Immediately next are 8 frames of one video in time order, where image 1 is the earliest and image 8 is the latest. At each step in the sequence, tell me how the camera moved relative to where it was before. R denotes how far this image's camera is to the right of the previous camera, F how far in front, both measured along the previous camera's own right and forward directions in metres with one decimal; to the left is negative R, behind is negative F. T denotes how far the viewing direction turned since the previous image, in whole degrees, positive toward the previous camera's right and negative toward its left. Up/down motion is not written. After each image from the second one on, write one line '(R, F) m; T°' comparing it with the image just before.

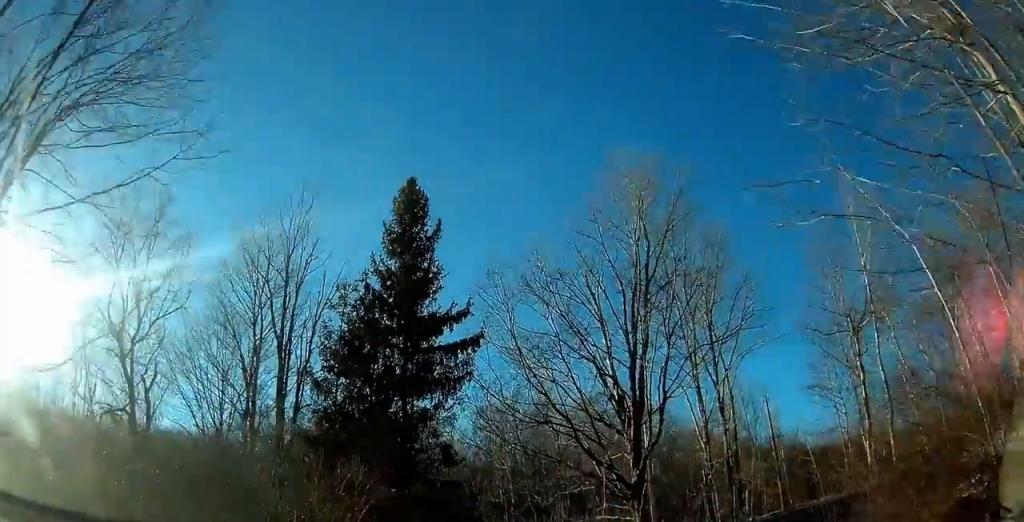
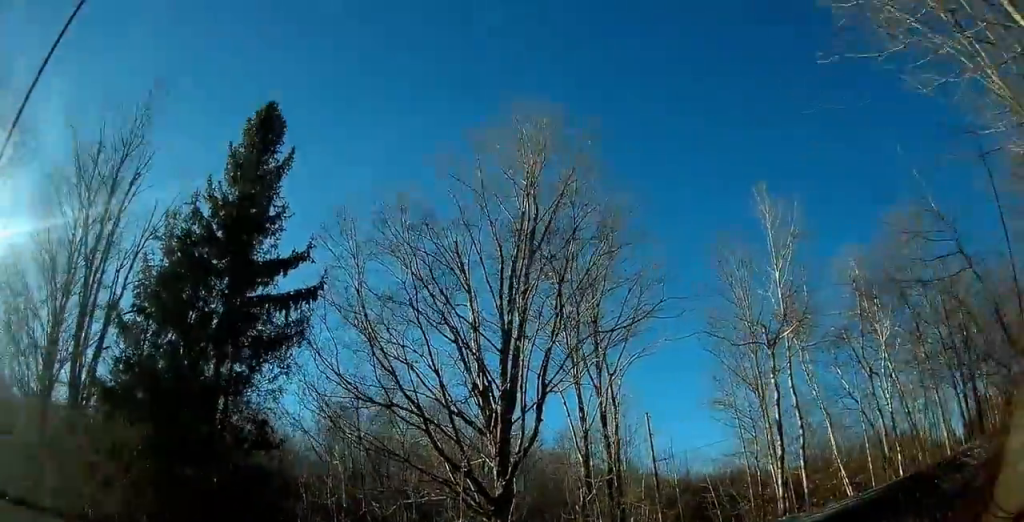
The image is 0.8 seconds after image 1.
(+0.3, +6.4) m; +11°
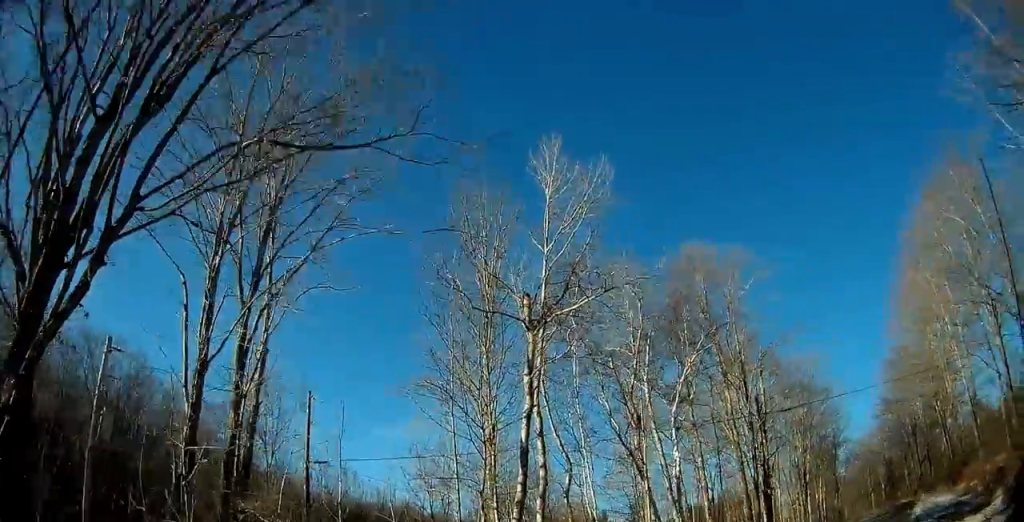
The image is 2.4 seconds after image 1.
(+3.8, +10.3) m; +54°
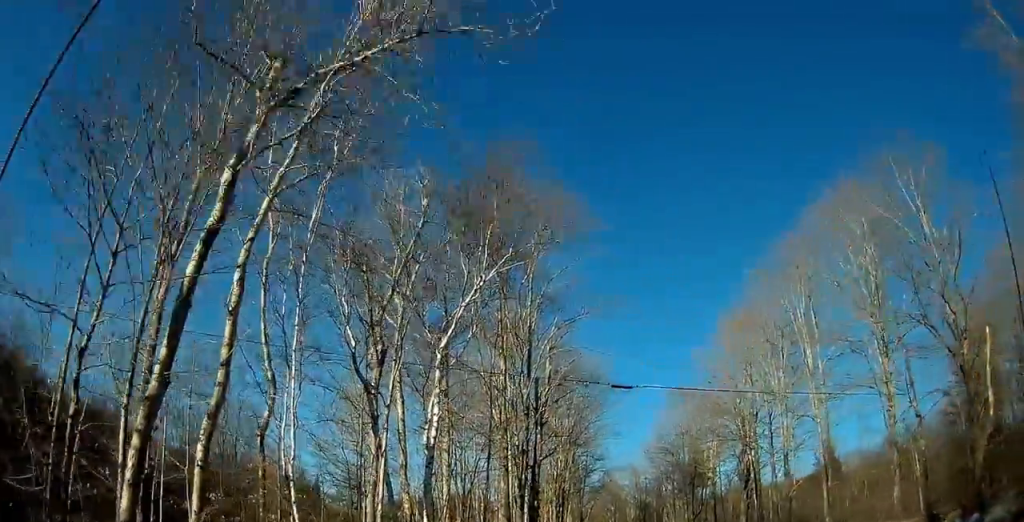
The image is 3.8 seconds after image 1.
(+2.8, +8.0) m; +19°
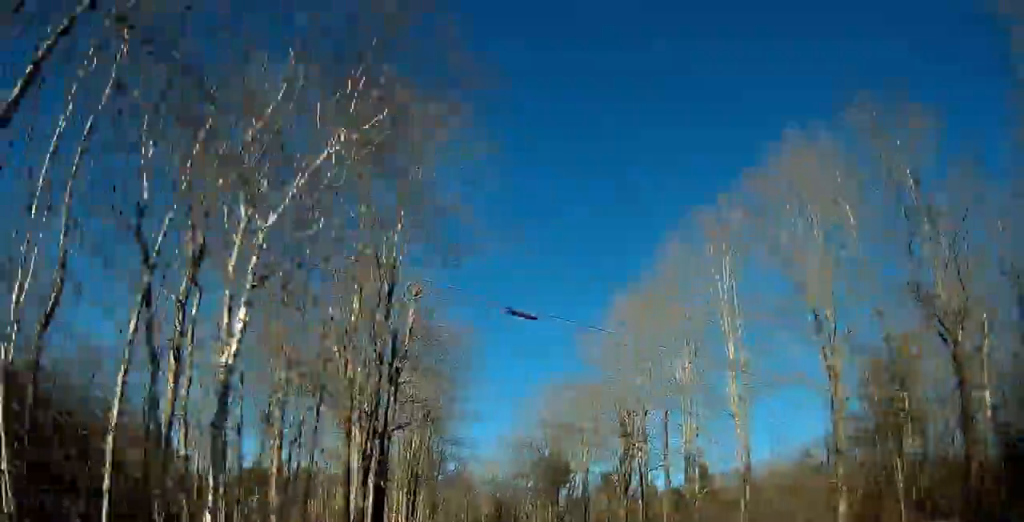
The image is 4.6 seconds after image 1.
(0.0, +4.4) m; 0°
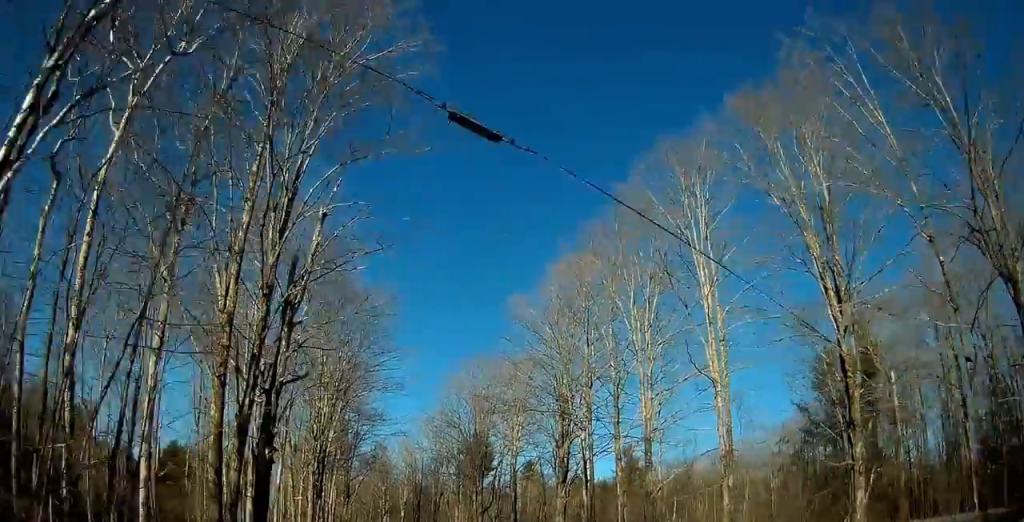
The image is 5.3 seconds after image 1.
(0.0, +3.2) m; +1°
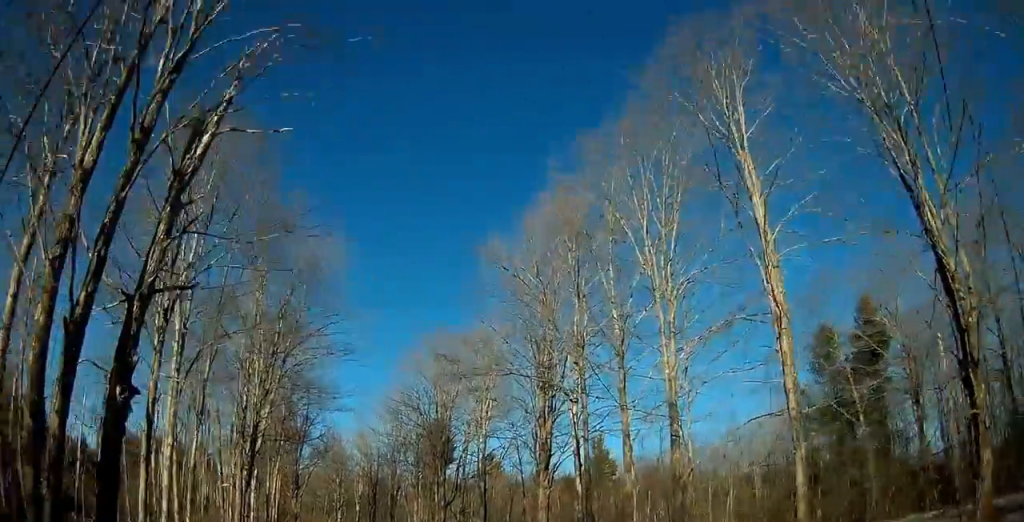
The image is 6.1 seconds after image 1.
(-0.1, +4.0) m; +8°
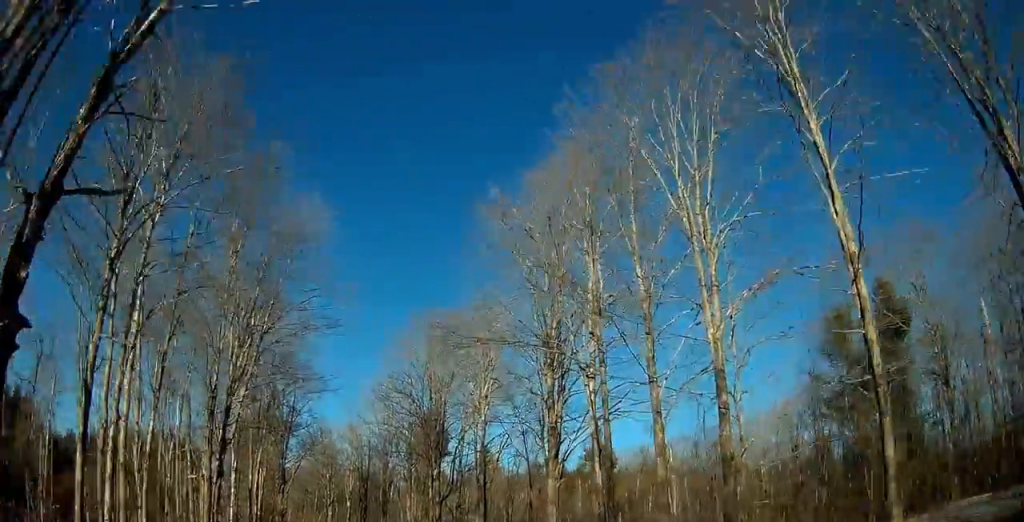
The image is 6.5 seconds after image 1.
(+0.2, +2.8) m; +3°
